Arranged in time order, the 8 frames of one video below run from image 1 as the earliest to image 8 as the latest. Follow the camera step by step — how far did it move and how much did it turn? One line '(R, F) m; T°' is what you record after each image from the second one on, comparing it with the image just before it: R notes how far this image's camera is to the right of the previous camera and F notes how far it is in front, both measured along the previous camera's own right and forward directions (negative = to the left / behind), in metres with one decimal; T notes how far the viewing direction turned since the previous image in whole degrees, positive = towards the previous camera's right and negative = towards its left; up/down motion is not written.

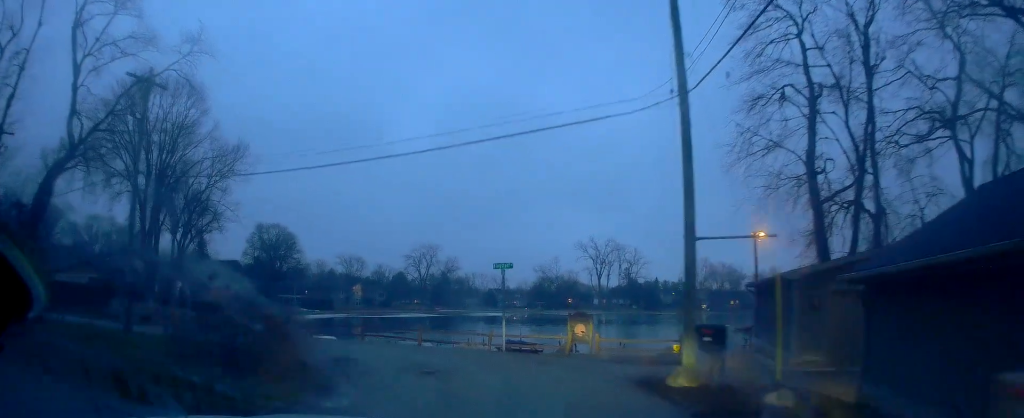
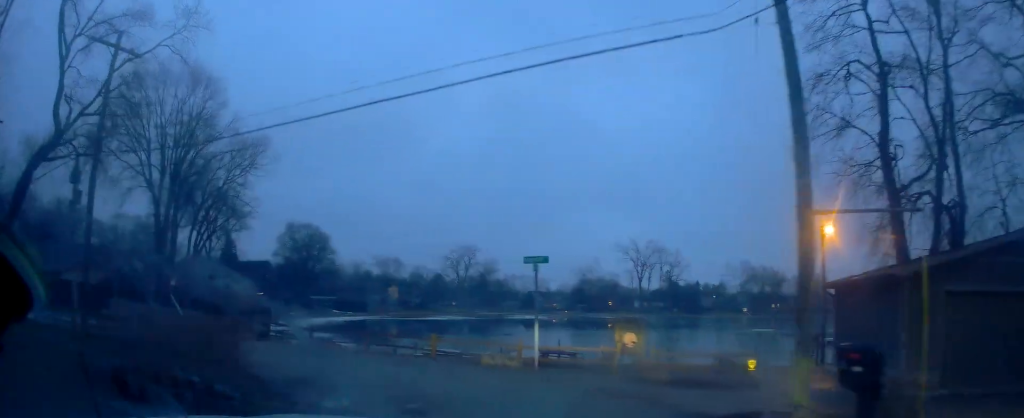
(-0.2, +4.3) m; -5°
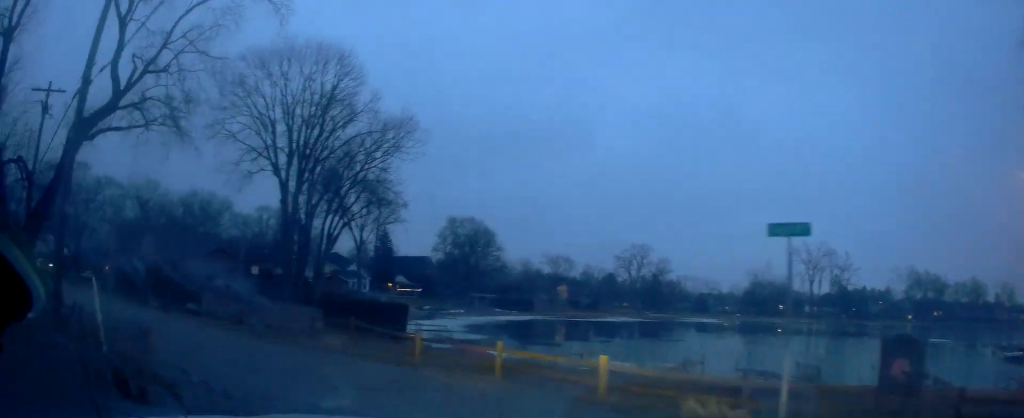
(-0.8, +8.0) m; -16°
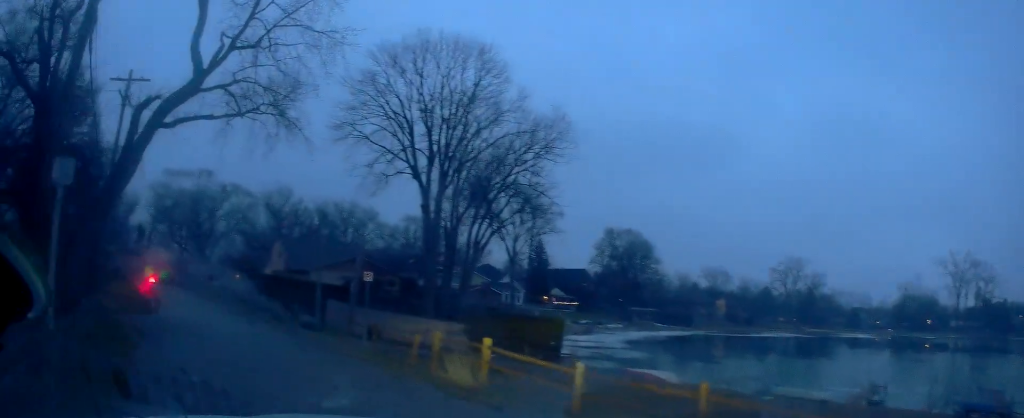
(-0.7, +5.1) m; -14°
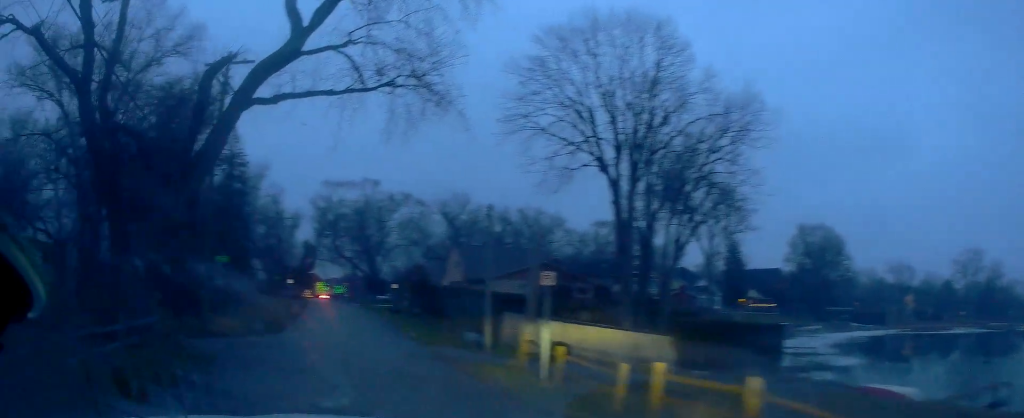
(-0.9, +6.2) m; -19°
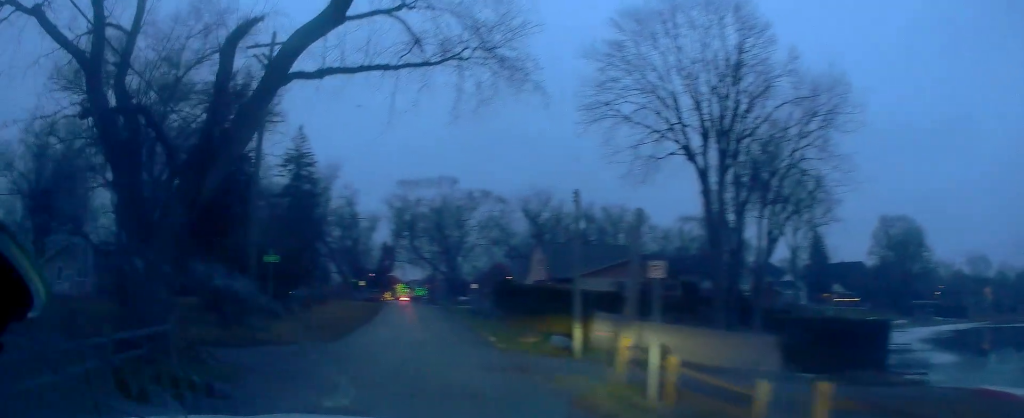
(-0.1, +2.6) m; -8°
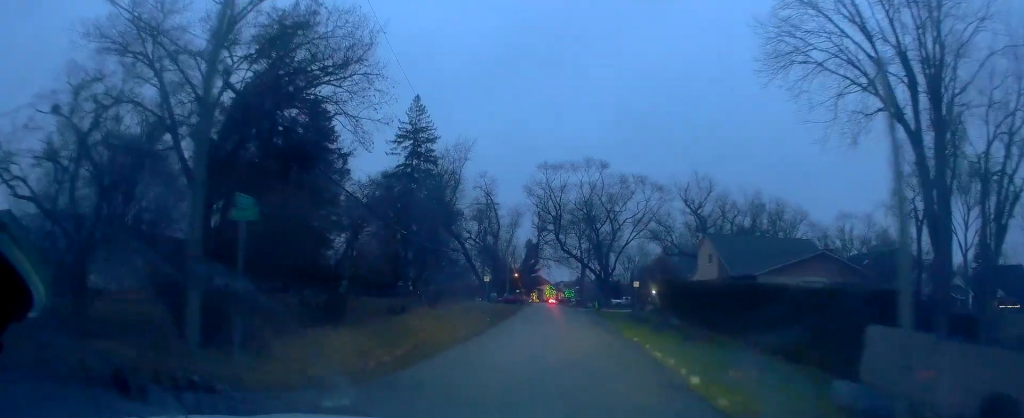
(-2.2, +10.2) m; -19°
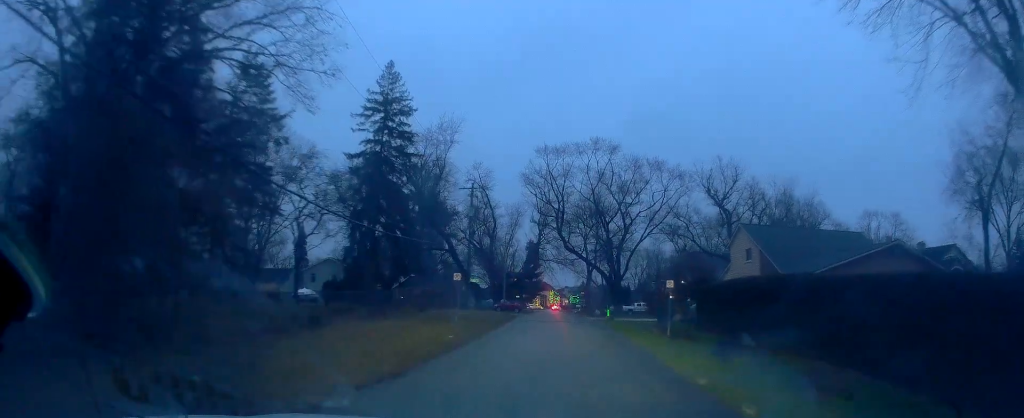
(-0.7, +9.7) m; -2°
